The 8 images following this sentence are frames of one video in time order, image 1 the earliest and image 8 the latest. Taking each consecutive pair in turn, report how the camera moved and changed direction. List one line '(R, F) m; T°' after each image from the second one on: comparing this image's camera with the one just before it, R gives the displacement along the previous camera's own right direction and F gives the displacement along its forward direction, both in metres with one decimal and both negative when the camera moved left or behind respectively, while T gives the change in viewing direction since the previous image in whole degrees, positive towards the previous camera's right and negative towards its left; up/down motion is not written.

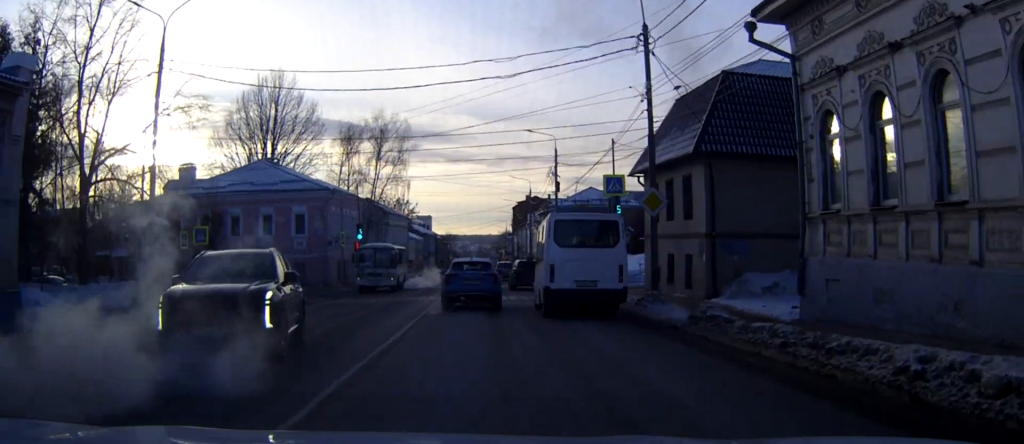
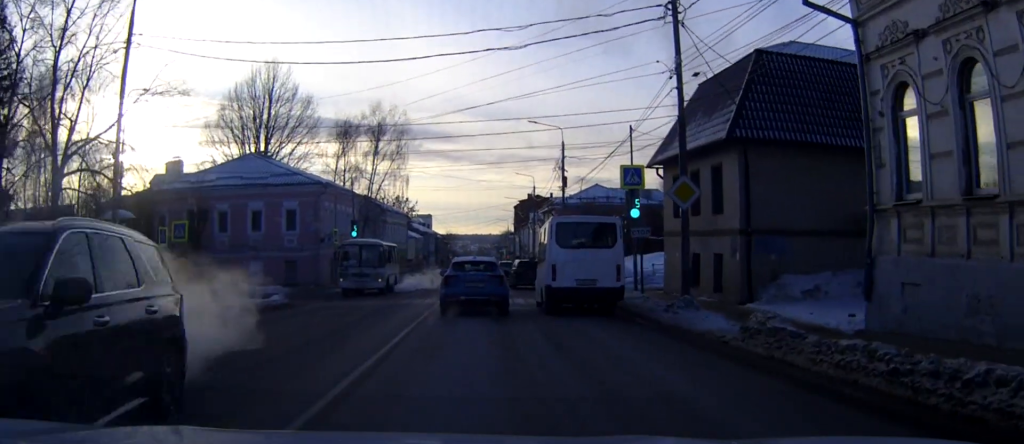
(0.0, +3.6) m; 0°
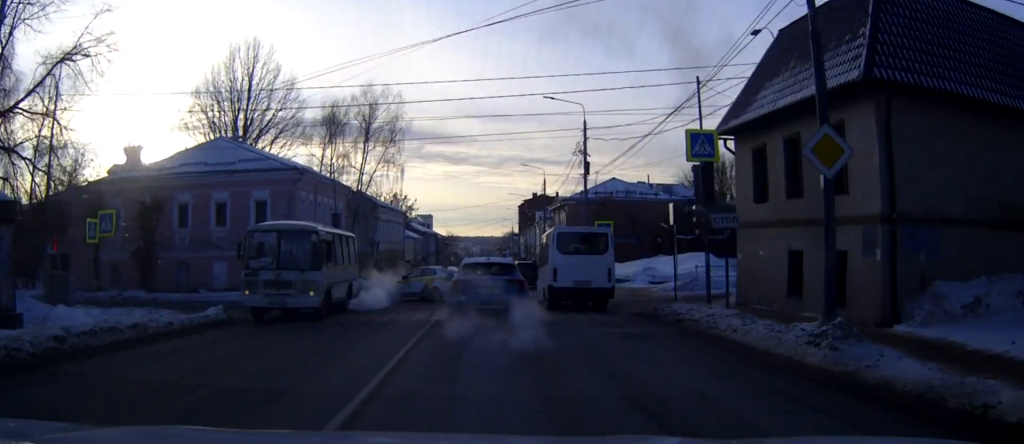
(-0.1, +8.9) m; -1°
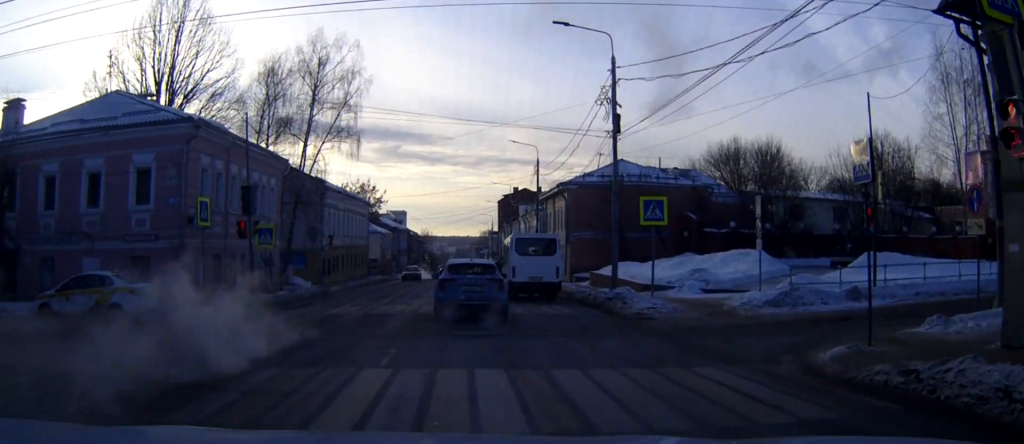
(+0.2, +12.7) m; +1°
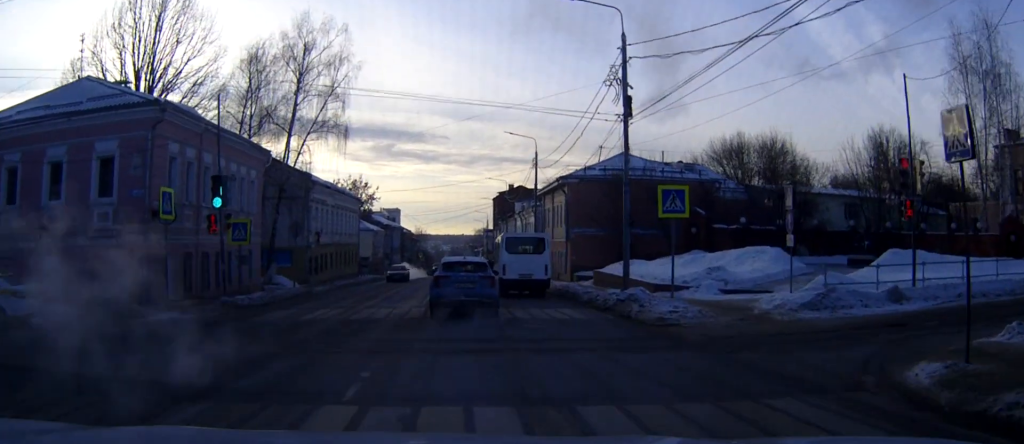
(0.0, +2.7) m; 0°
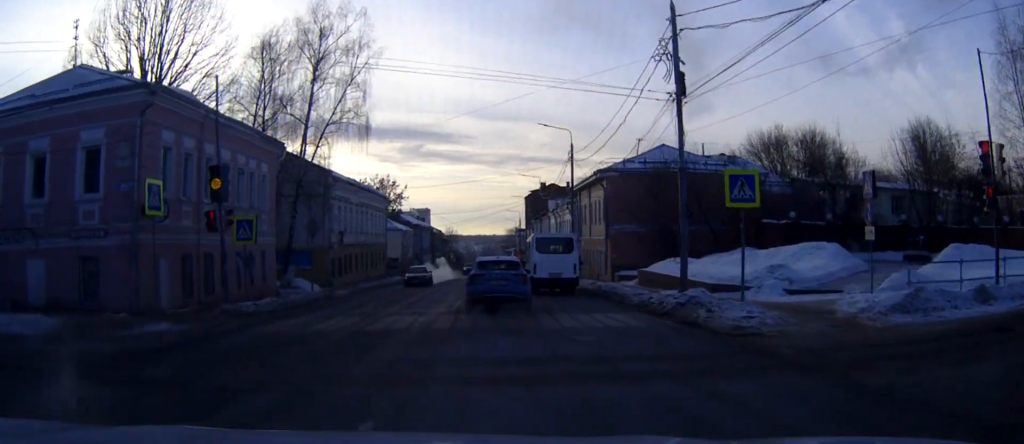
(-0.1, +2.9) m; -5°
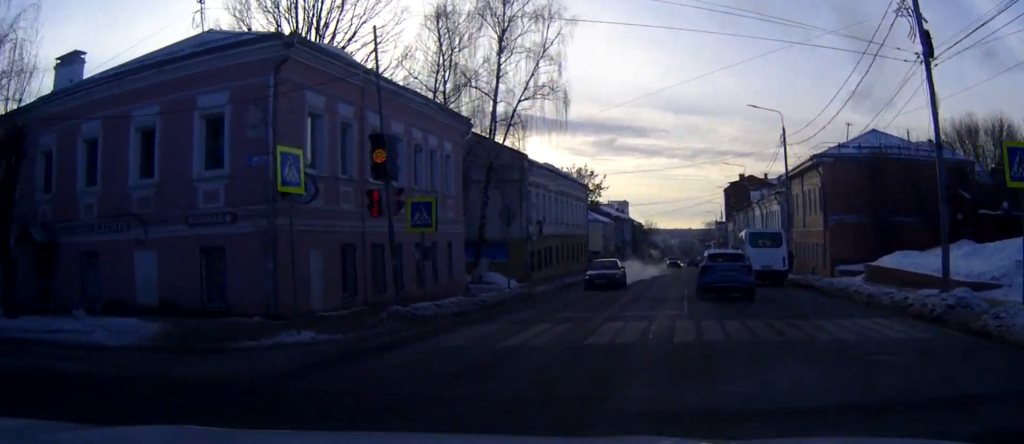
(-0.2, +4.2) m; -11°
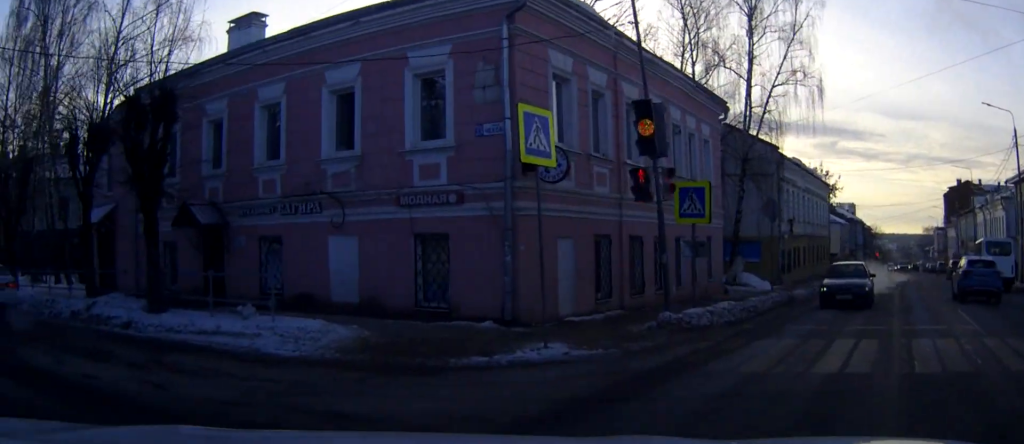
(-0.1, +3.4) m; -13°
